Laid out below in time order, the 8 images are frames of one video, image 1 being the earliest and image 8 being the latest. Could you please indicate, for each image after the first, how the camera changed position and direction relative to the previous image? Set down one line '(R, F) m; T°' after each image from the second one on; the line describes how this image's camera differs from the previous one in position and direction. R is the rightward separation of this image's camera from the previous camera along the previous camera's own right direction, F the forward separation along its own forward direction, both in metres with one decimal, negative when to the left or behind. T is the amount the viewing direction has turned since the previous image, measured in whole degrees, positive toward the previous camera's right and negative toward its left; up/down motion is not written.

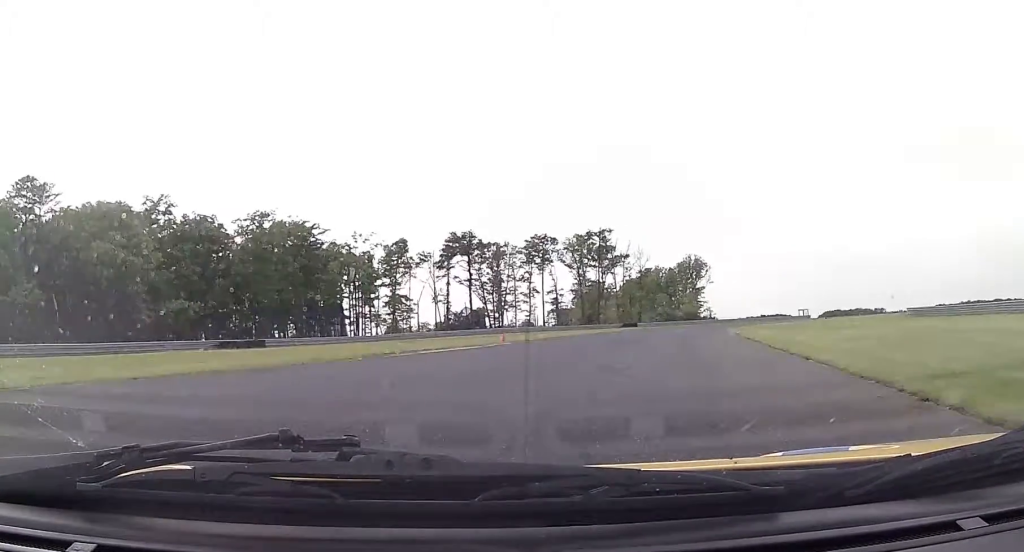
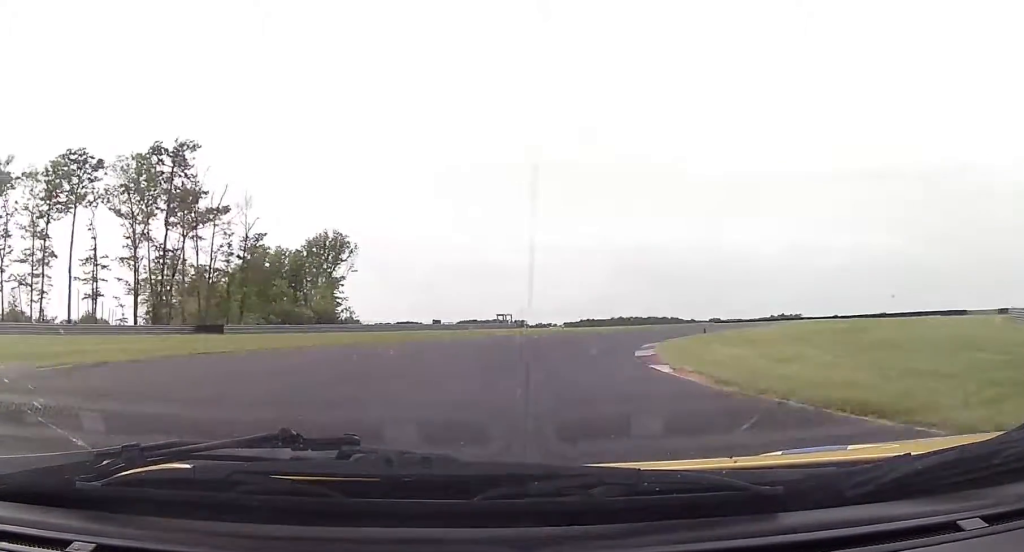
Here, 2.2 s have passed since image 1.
(+16.4, +64.1) m; +32°
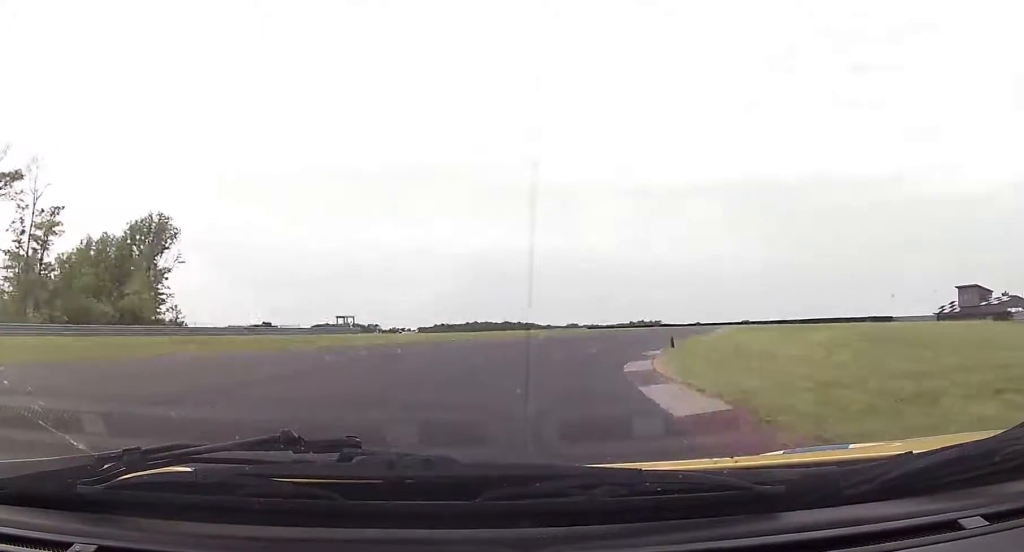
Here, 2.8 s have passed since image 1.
(+2.1, +18.9) m; +10°
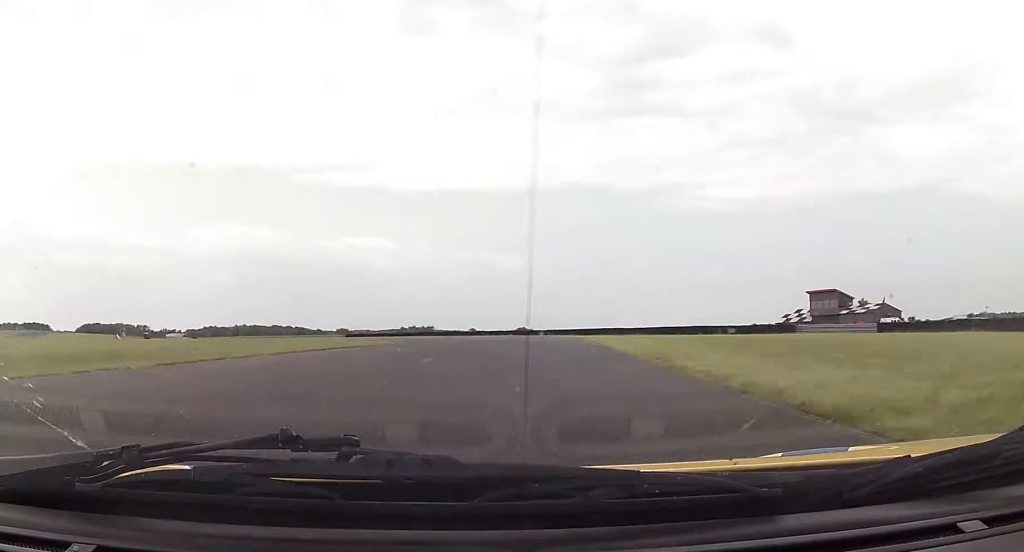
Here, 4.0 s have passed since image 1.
(+6.1, +36.0) m; +11°
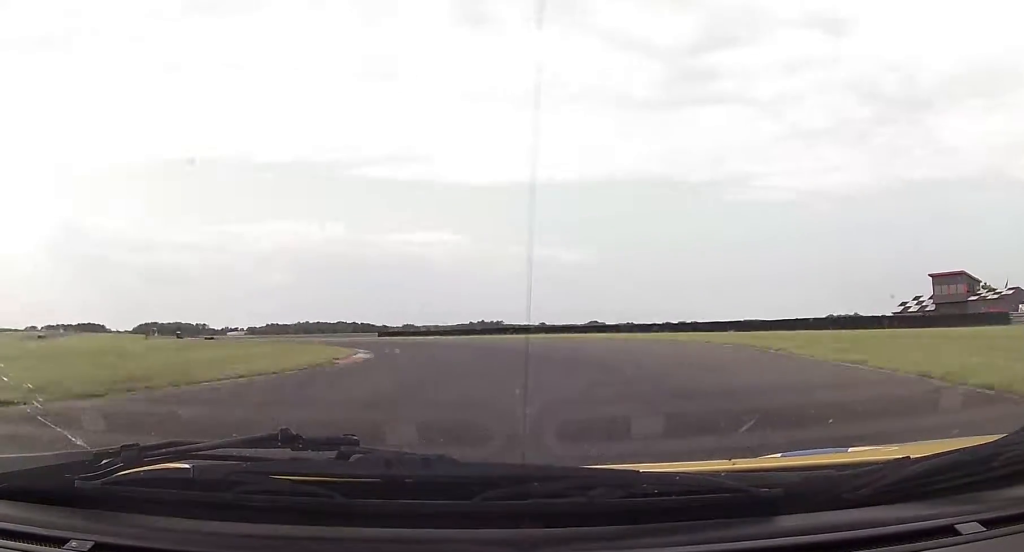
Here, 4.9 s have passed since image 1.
(0.0, +25.4) m; -6°
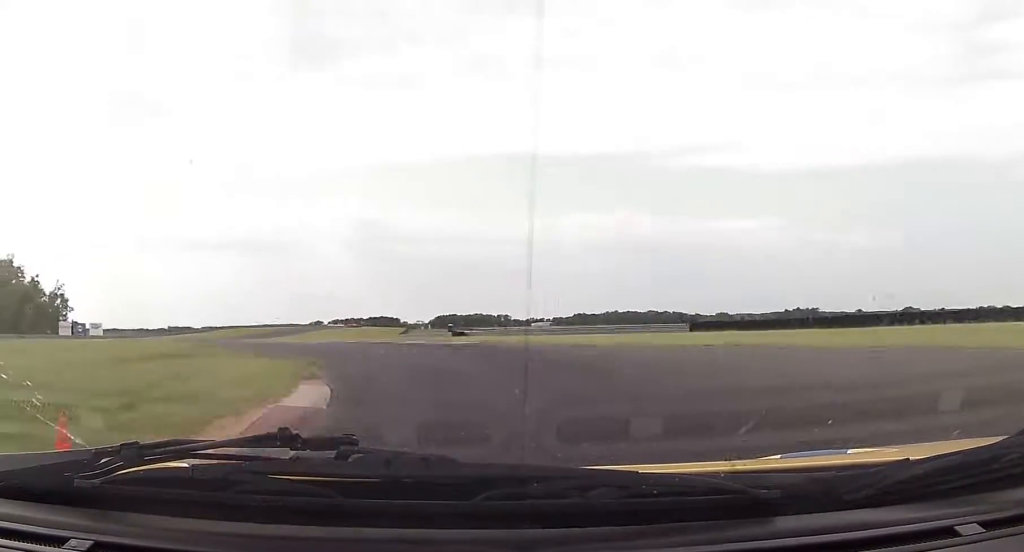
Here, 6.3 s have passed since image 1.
(-5.4, +36.1) m; -23°
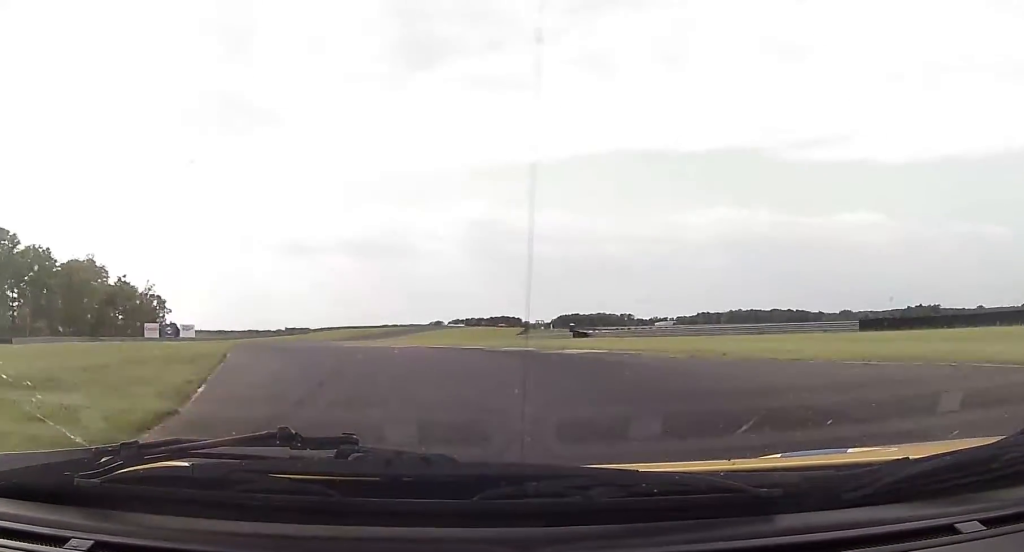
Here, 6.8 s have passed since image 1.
(-1.6, +12.4) m; -8°
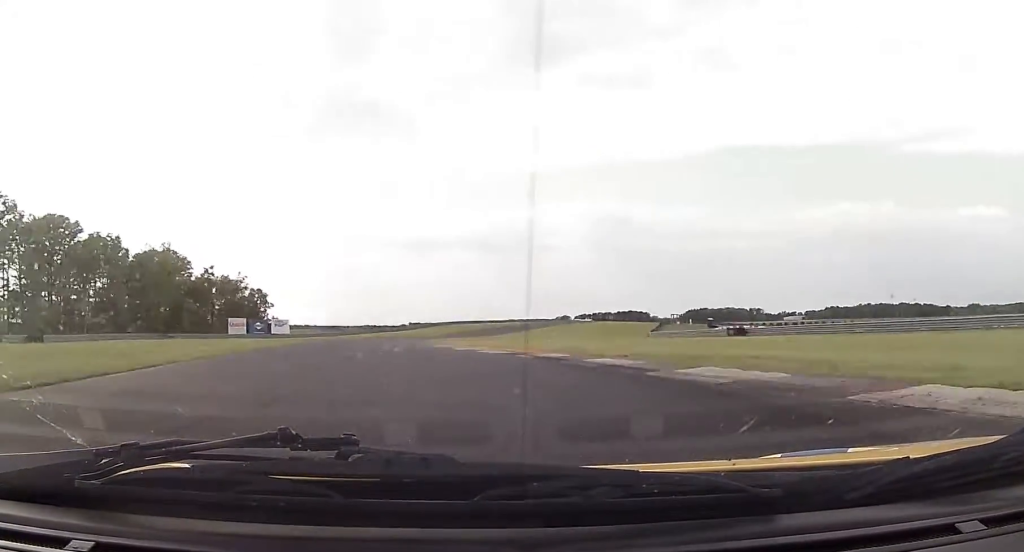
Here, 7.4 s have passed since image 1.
(-1.4, +18.2) m; -11°
